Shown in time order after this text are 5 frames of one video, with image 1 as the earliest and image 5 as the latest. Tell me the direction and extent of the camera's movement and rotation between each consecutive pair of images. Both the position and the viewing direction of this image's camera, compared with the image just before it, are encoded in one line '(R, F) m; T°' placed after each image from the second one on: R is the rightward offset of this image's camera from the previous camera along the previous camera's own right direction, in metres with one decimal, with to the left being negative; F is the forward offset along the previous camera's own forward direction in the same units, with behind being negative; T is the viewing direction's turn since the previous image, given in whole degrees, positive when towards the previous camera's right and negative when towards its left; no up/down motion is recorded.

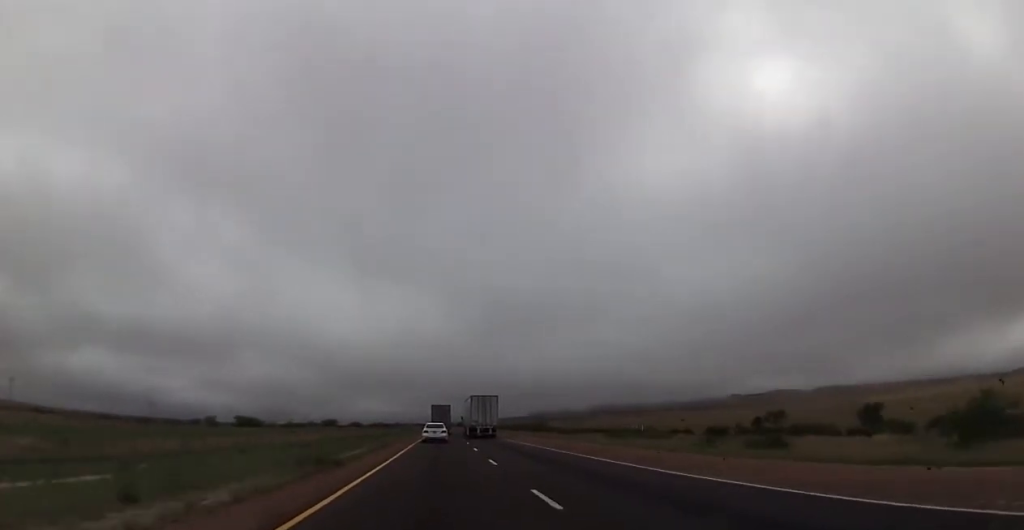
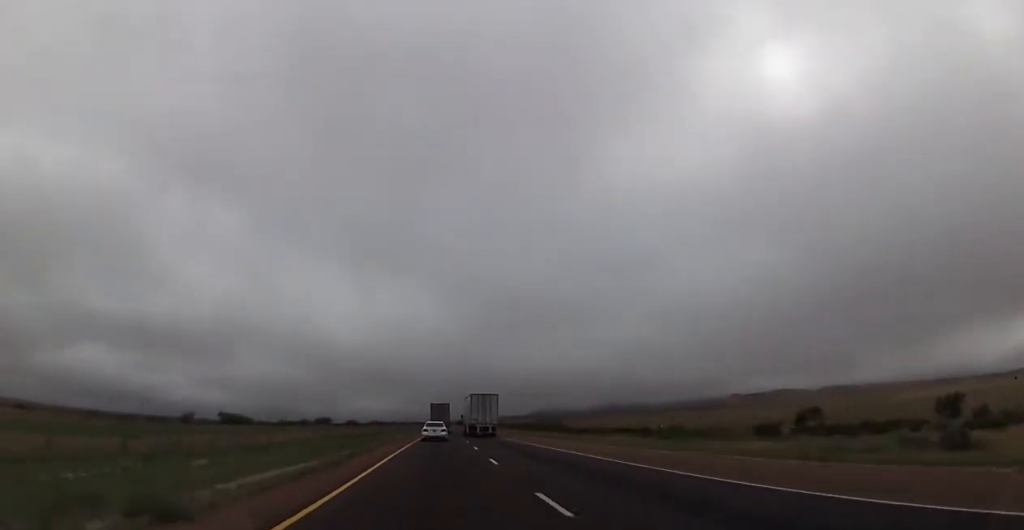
(+0.1, +13.1) m; 0°
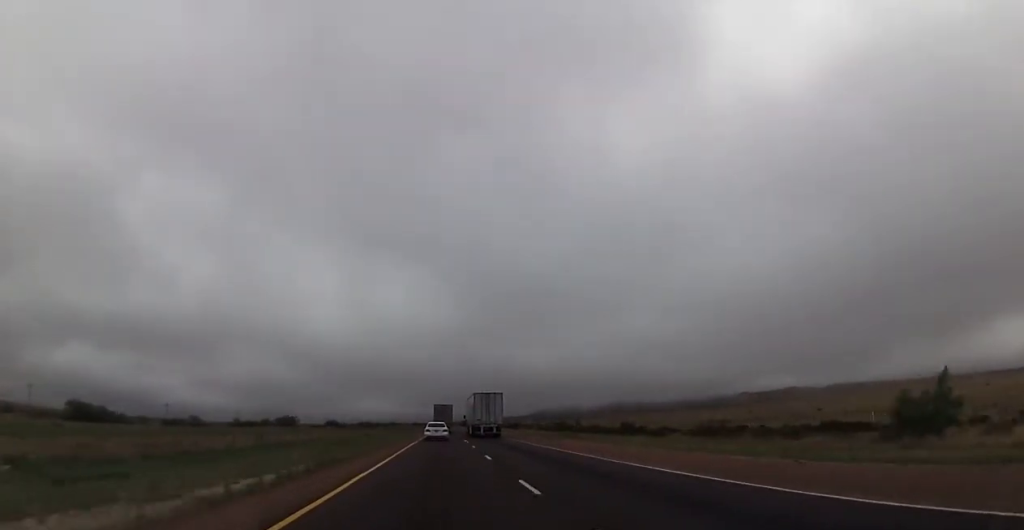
(-0.9, +69.9) m; 0°
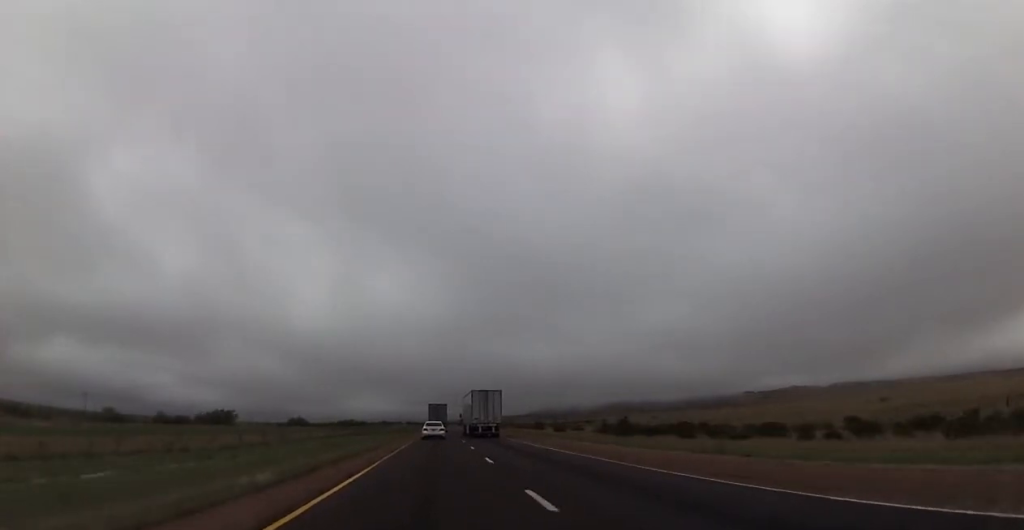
(+0.7, +62.9) m; 0°
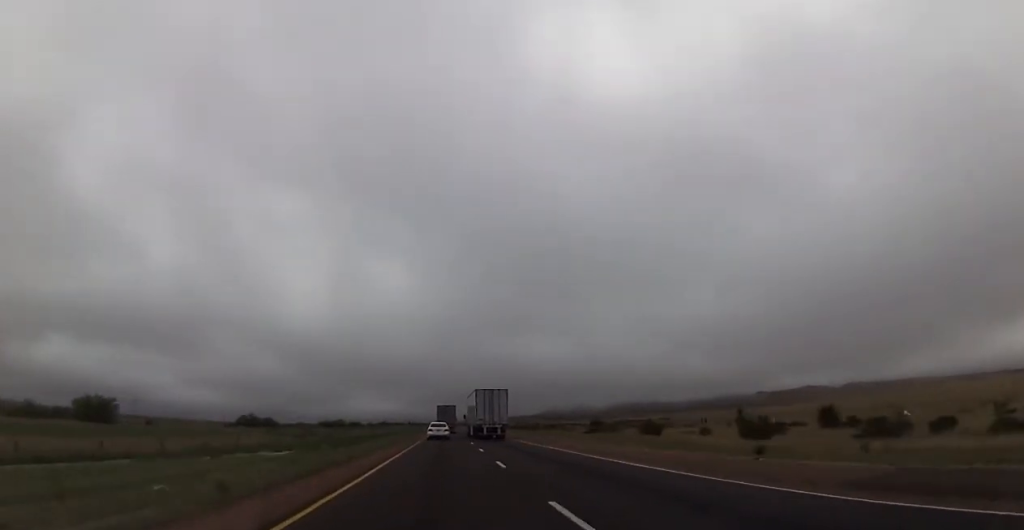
(-0.4, +62.8) m; 0°
